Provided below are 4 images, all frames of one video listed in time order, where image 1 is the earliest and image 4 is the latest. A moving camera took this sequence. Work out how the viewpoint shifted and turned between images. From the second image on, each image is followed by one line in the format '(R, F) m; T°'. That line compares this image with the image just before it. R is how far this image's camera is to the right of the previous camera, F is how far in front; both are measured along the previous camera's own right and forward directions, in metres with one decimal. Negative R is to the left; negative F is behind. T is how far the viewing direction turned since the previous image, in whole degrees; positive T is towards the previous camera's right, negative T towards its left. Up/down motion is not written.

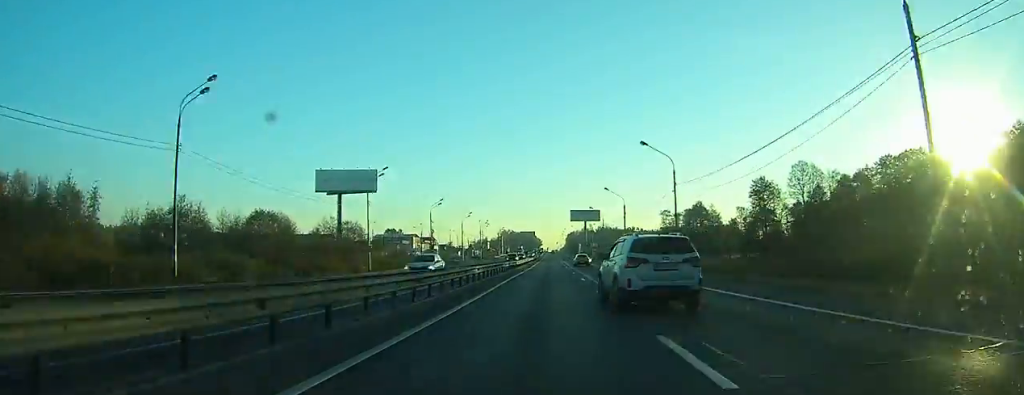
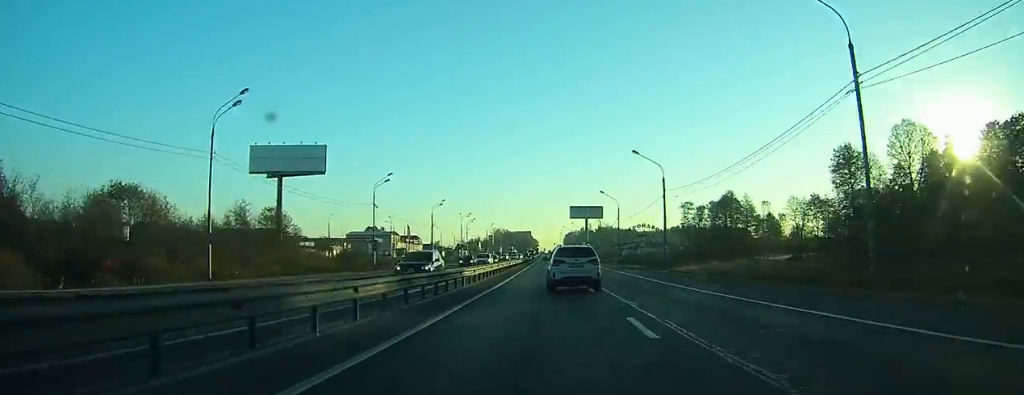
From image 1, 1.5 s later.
(0.0, +31.1) m; 0°
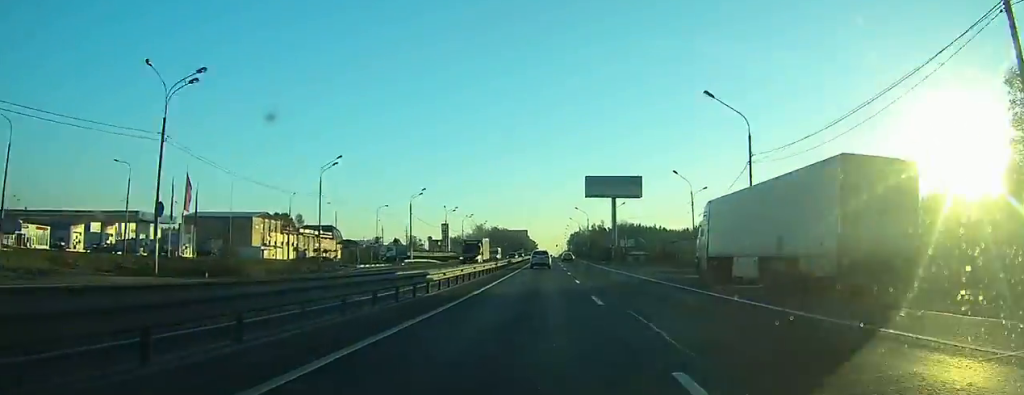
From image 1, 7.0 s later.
(+0.5, +116.7) m; 0°
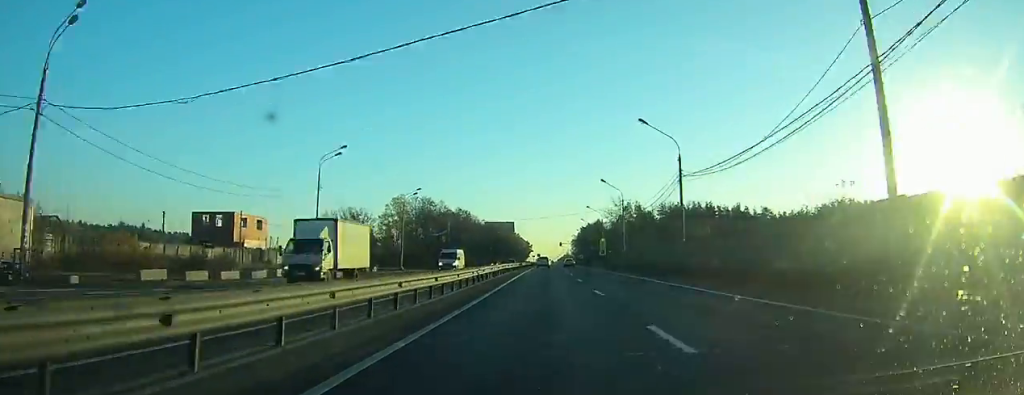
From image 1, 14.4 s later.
(-1.1, +163.6) m; 0°
